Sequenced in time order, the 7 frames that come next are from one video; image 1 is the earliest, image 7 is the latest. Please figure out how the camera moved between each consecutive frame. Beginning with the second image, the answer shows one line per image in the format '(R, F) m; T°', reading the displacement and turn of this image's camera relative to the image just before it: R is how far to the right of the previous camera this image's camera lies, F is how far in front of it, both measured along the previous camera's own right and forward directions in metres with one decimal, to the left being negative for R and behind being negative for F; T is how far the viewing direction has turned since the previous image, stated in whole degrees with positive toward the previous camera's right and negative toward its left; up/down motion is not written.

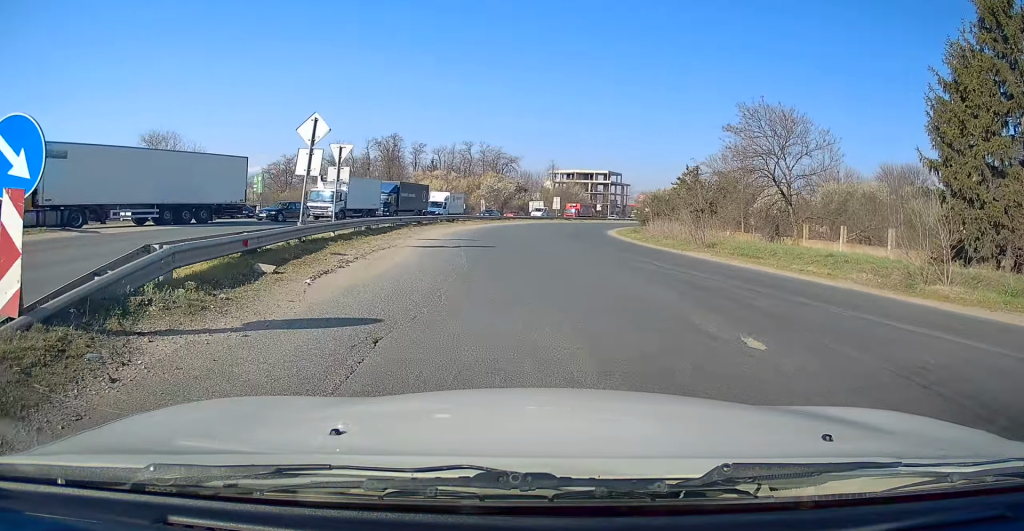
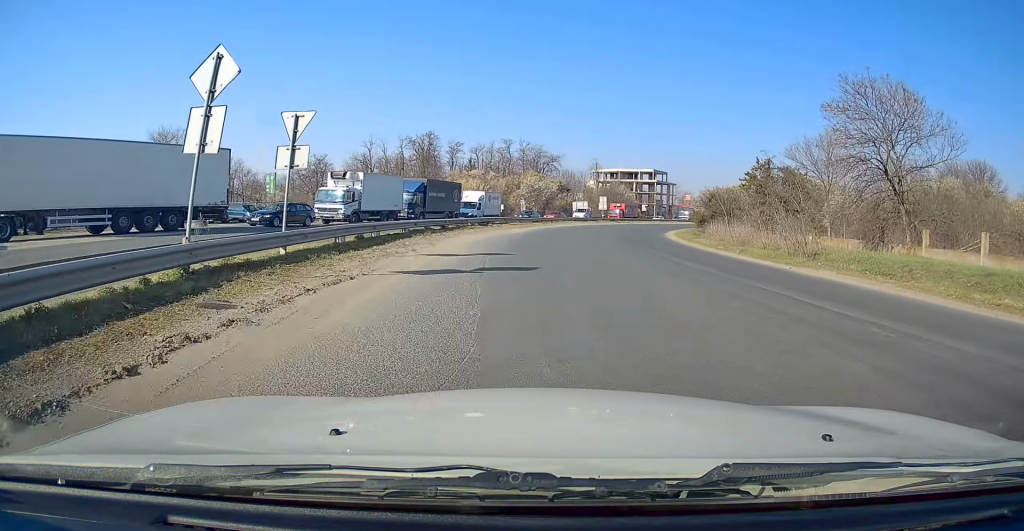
(-0.2, +6.8) m; -4°
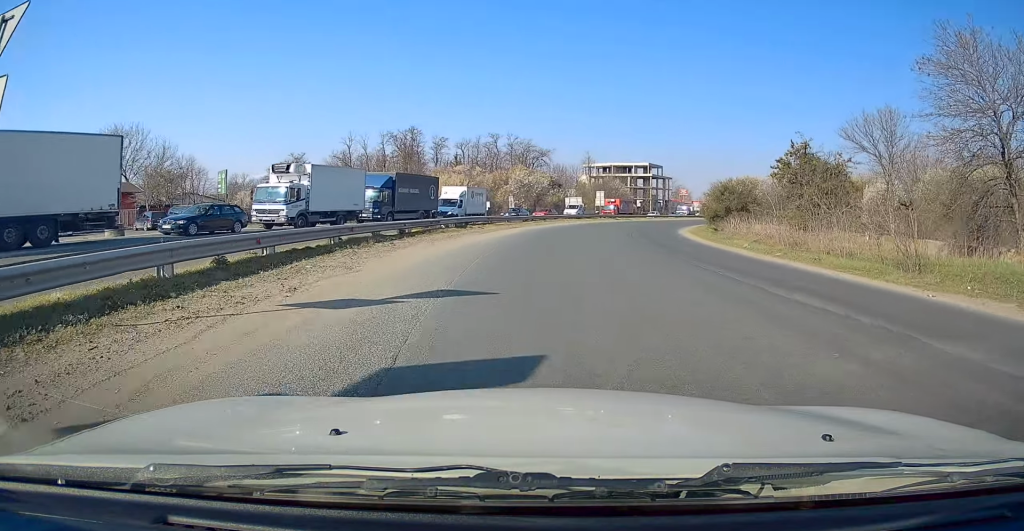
(-0.3, +7.6) m; -3°
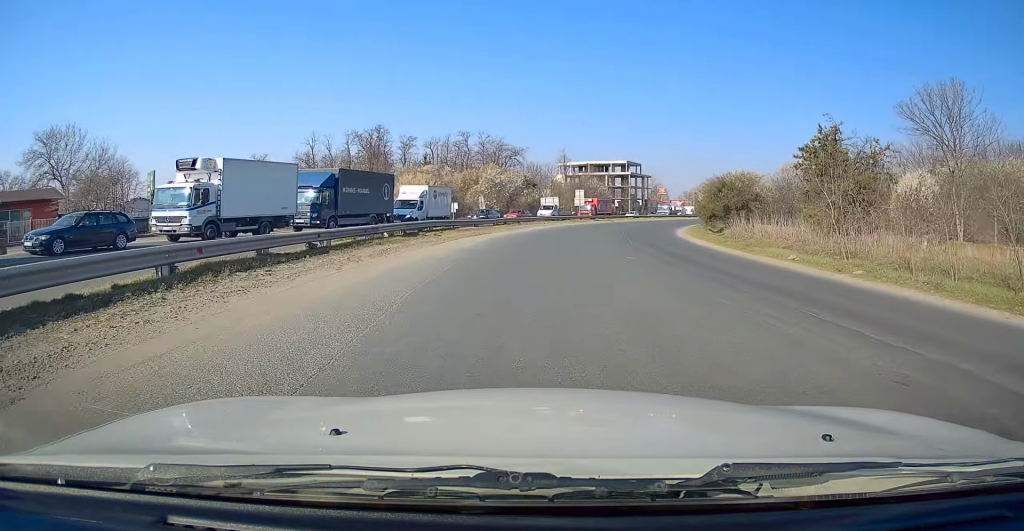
(-0.2, +7.0) m; 0°
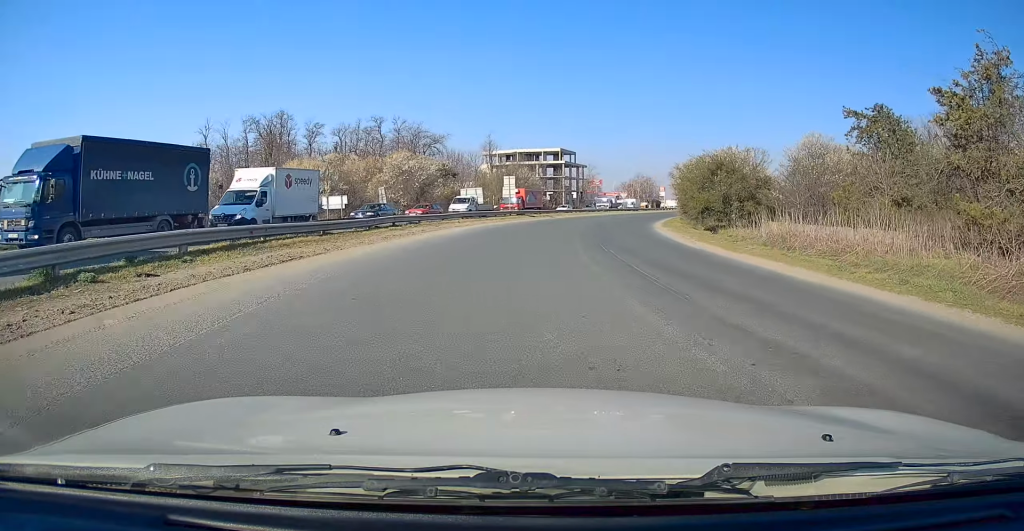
(+1.2, +16.8) m; +9°
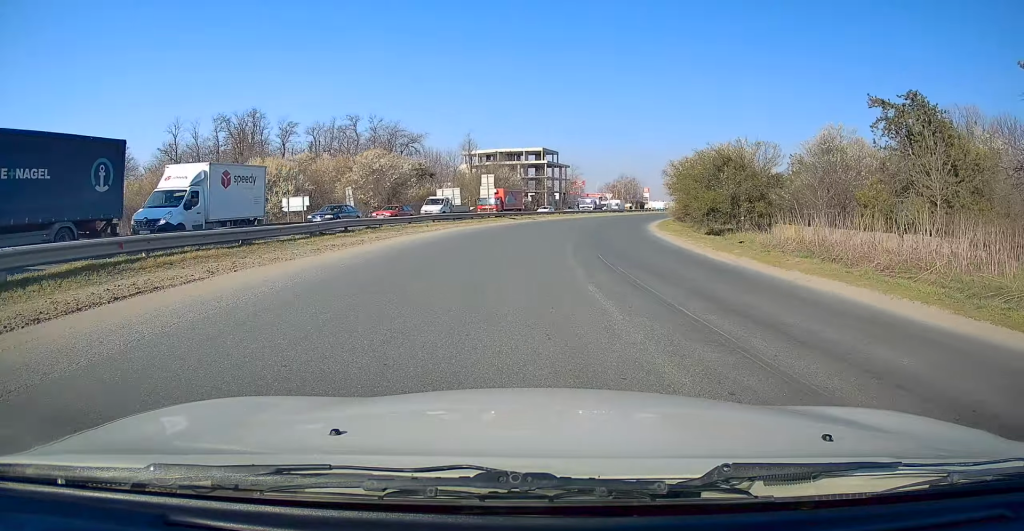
(+0.2, +4.7) m; +2°
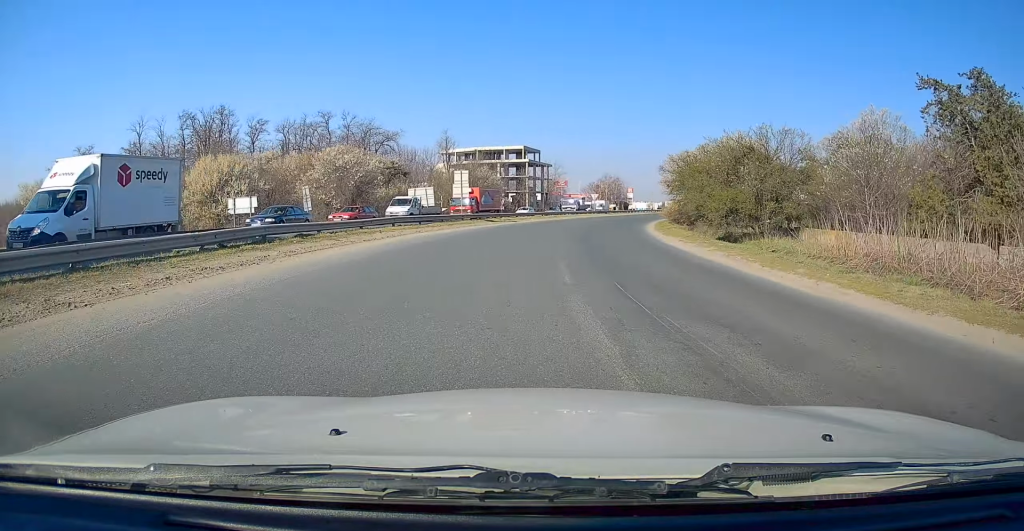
(+0.1, +6.0) m; +2°
